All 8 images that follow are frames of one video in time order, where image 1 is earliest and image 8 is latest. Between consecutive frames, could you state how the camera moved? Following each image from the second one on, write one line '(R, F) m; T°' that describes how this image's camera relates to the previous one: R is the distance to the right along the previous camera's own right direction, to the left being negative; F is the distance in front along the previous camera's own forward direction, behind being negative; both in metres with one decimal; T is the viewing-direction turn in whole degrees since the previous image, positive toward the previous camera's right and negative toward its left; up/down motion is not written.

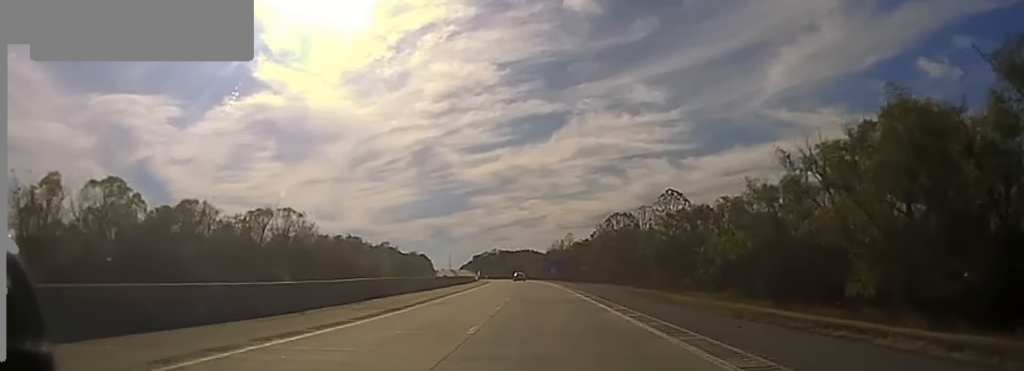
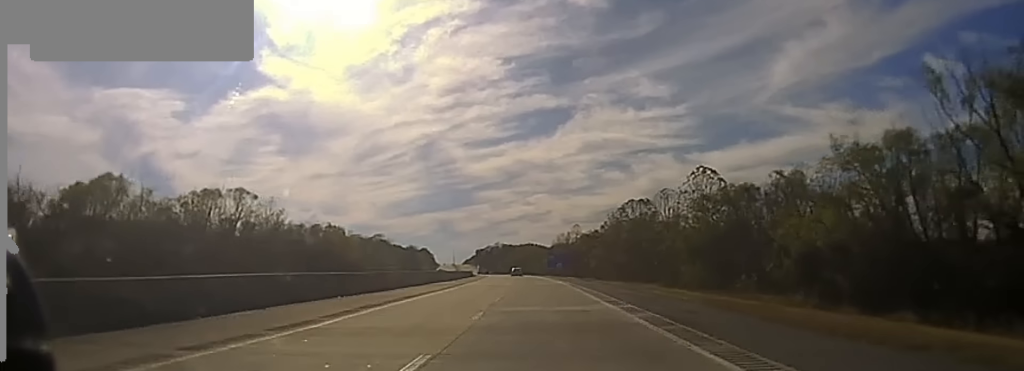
(-0.1, +19.4) m; -1°
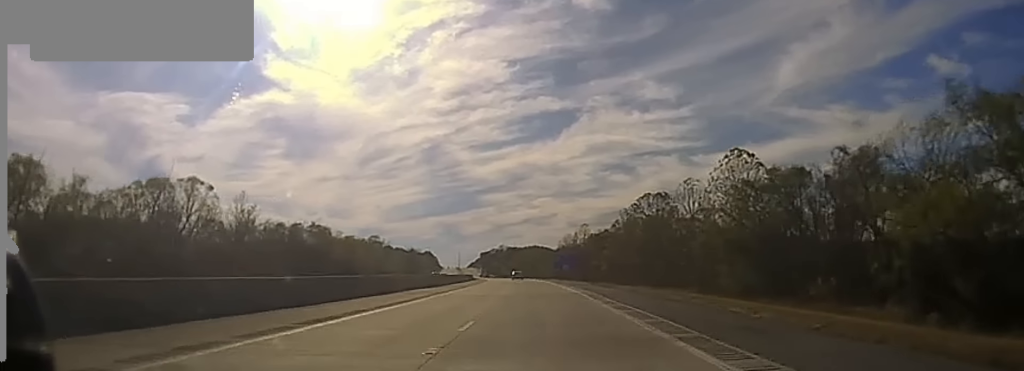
(-0.1, +17.6) m; 0°
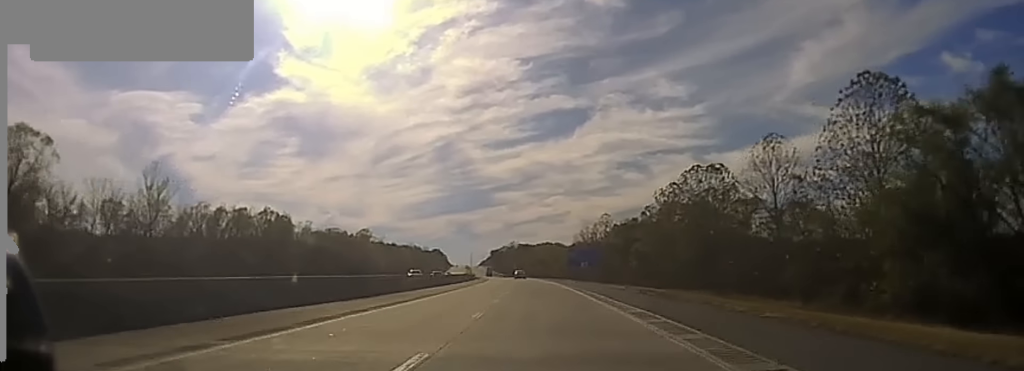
(-0.4, +35.9) m; 0°
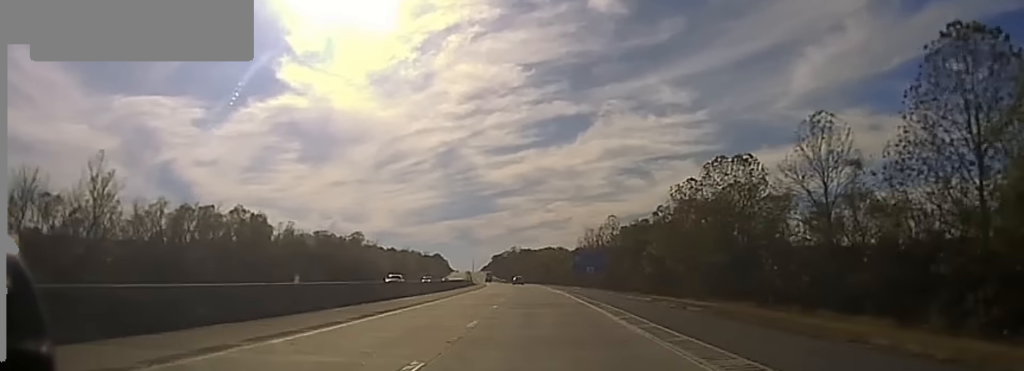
(+0.1, +15.9) m; 0°
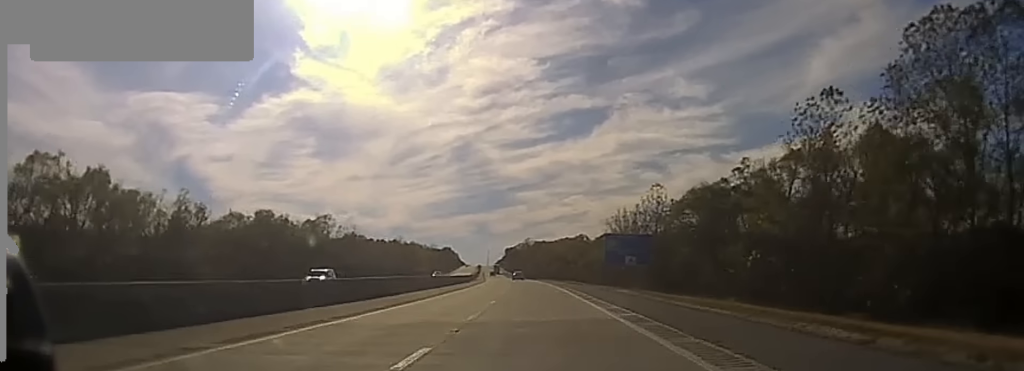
(-0.6, +50.9) m; -2°
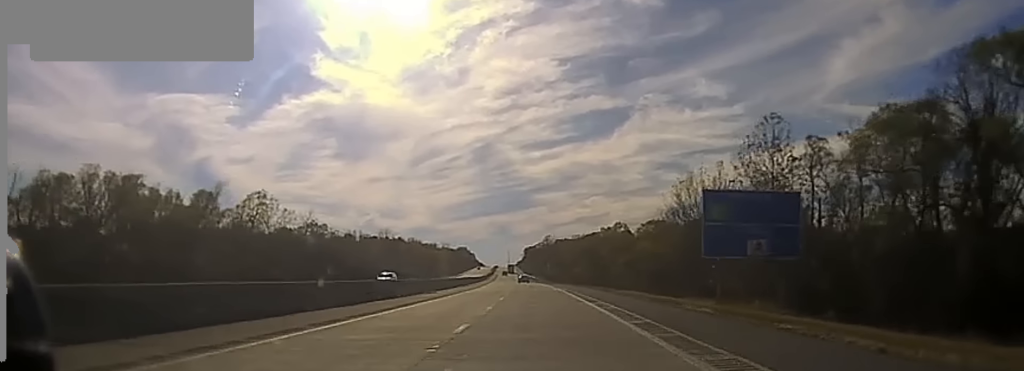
(-0.4, +51.3) m; -1°
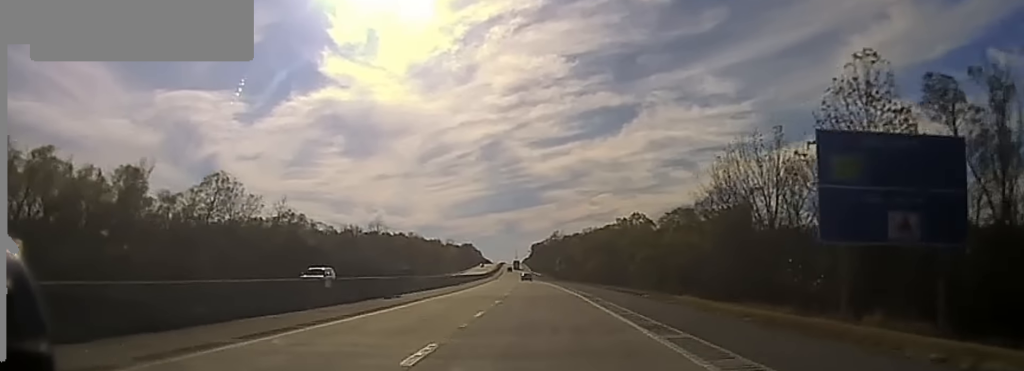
(+0.1, +15.8) m; 0°
